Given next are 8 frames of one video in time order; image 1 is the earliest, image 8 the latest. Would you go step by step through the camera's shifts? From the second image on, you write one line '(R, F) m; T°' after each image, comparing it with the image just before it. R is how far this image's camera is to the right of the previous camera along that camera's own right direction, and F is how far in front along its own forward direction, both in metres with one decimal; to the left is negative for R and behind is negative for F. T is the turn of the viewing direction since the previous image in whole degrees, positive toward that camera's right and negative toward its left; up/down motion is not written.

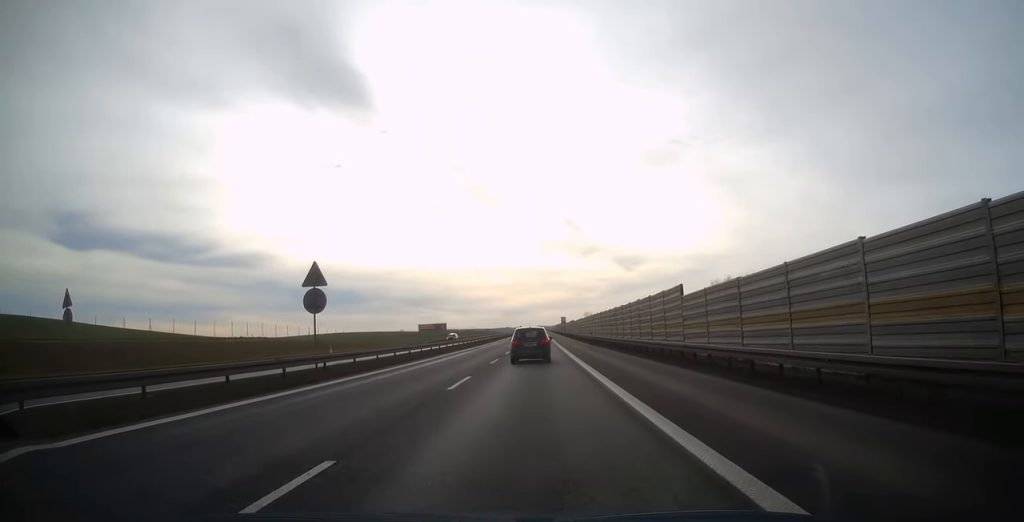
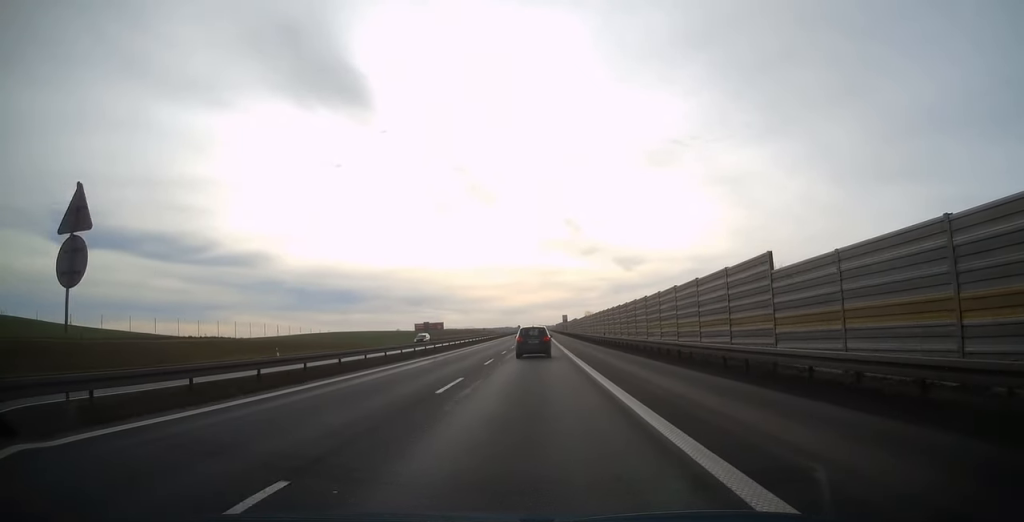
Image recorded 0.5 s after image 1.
(0.0, +13.9) m; 0°
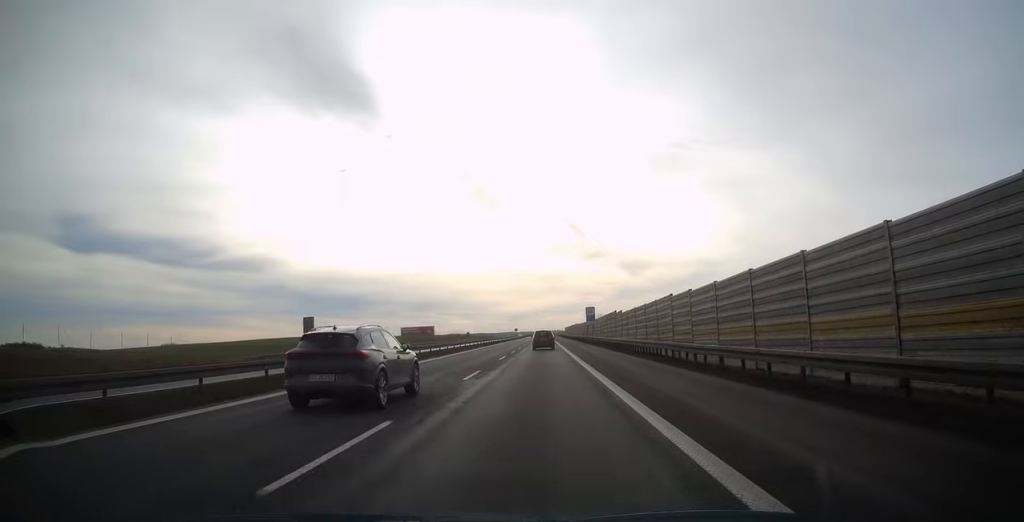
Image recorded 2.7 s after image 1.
(-0.1, +67.8) m; 0°
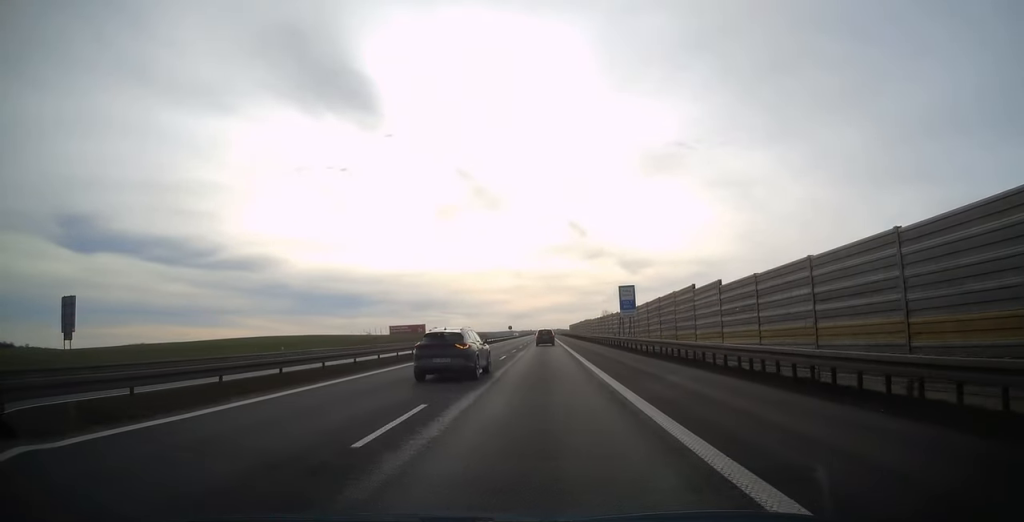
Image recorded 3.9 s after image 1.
(-0.1, +35.1) m; 0°
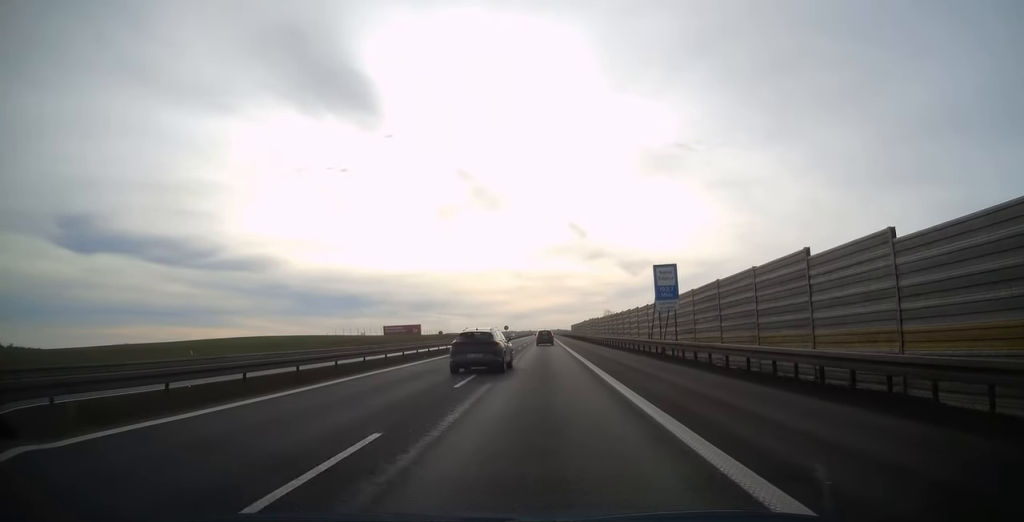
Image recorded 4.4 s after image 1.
(0.0, +14.5) m; 0°
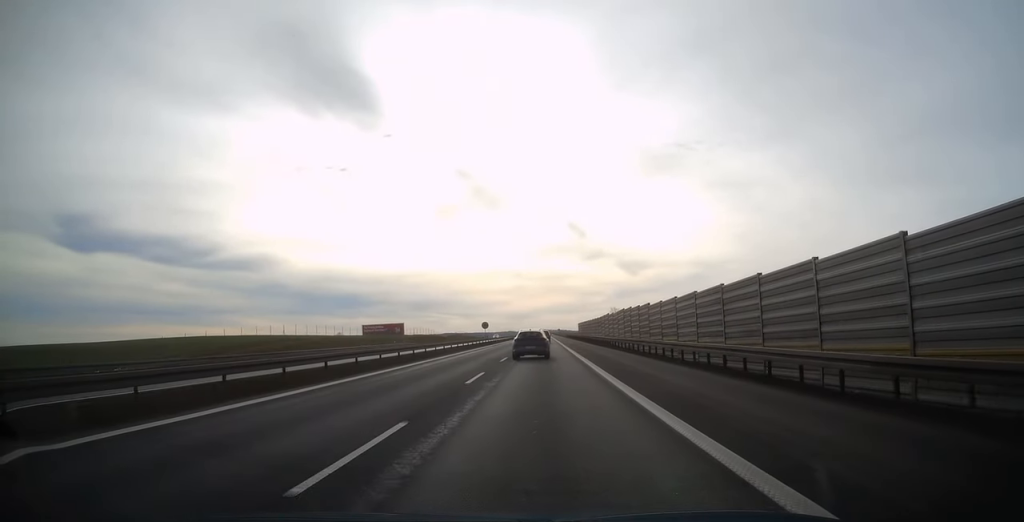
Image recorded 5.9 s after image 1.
(+0.1, +45.4) m; 0°
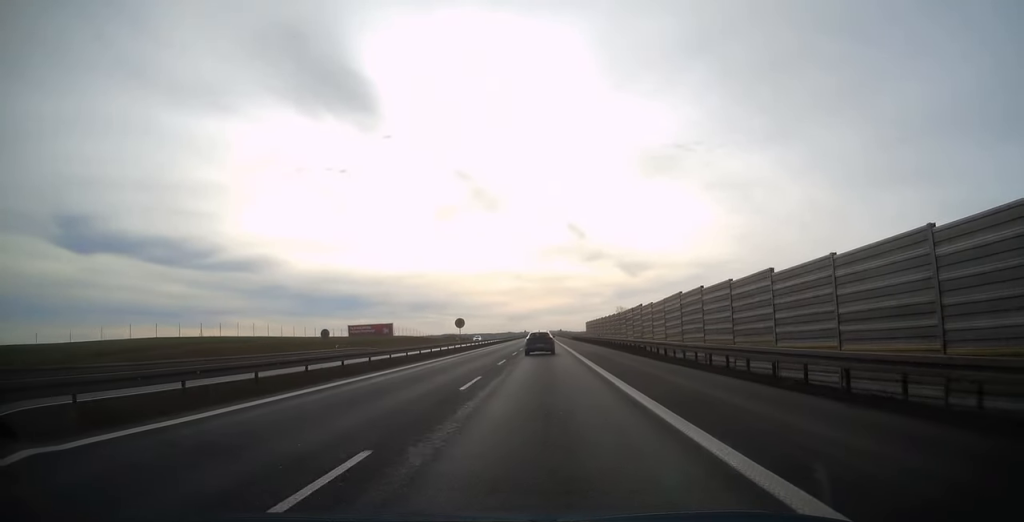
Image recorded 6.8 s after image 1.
(0.0, +26.3) m; 0°
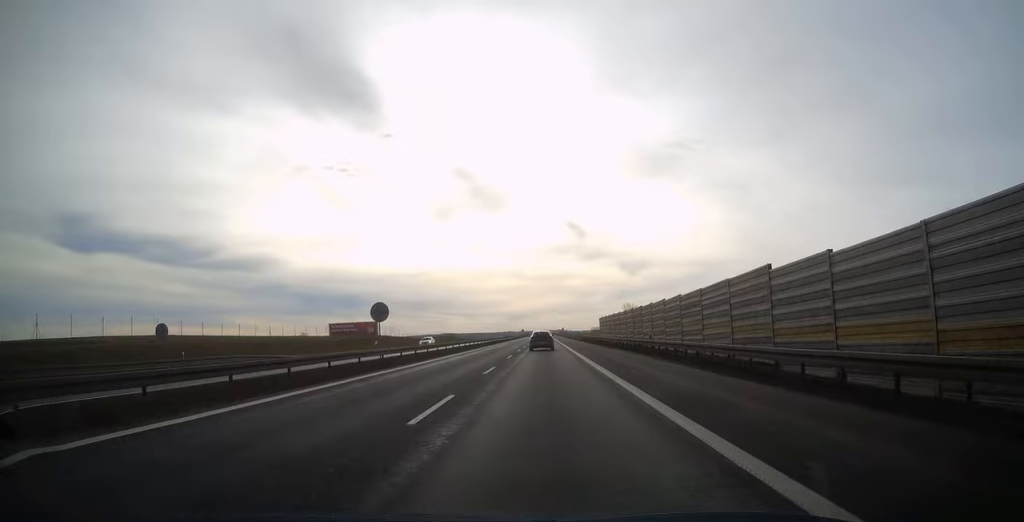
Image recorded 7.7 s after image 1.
(0.0, +29.8) m; 0°
